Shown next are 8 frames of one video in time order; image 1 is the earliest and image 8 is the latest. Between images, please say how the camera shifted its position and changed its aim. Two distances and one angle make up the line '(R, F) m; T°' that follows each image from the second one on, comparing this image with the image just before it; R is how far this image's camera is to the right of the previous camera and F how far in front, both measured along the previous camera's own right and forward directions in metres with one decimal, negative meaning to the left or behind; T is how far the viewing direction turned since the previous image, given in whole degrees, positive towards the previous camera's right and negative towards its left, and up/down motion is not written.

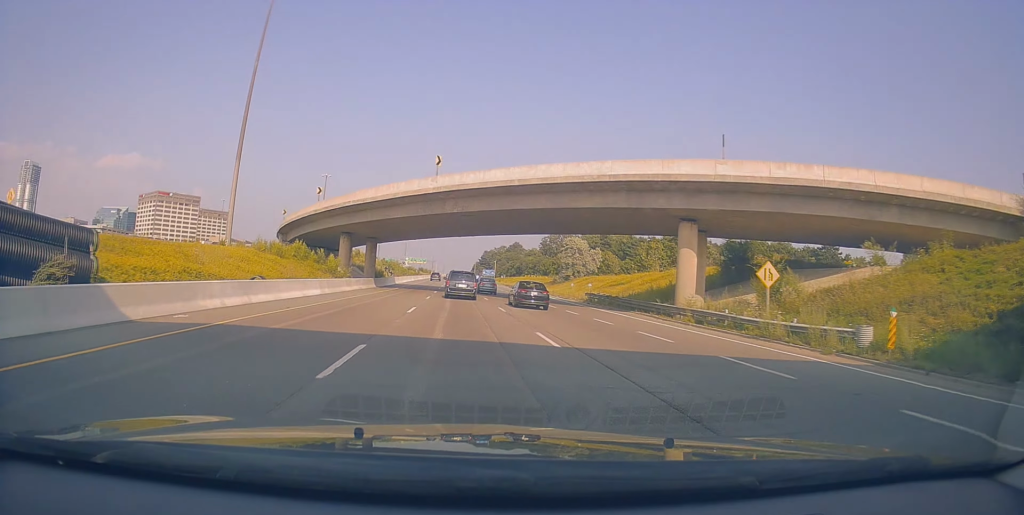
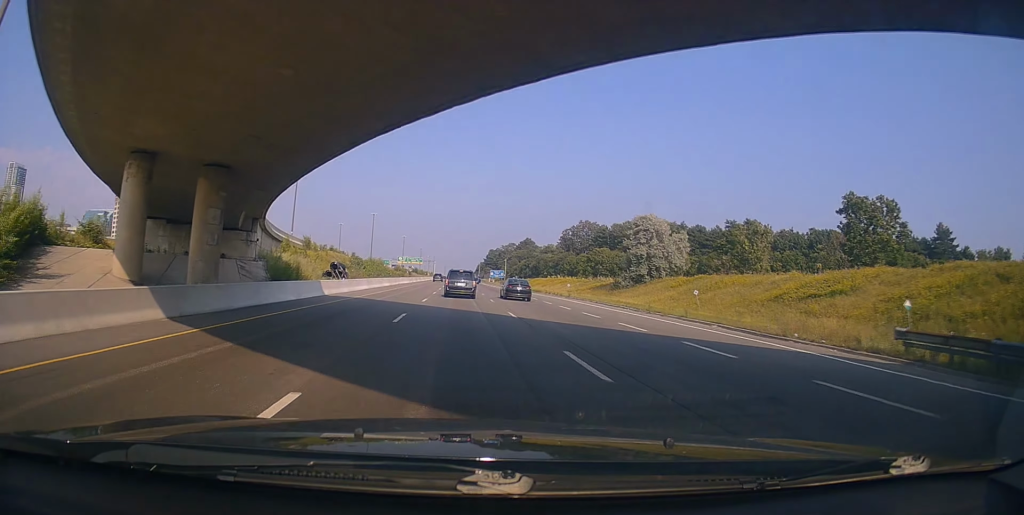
(+0.9, +40.8) m; 0°
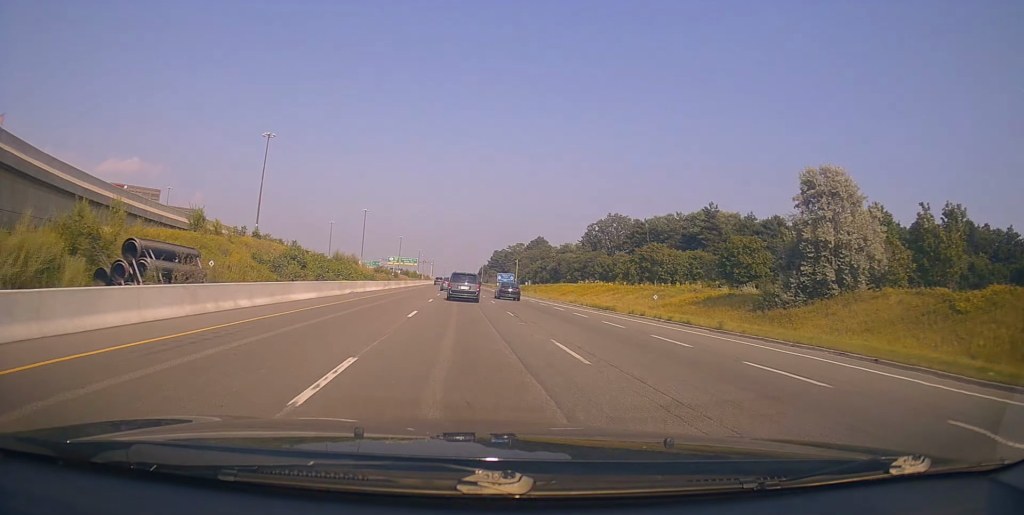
(-0.6, +34.6) m; 0°
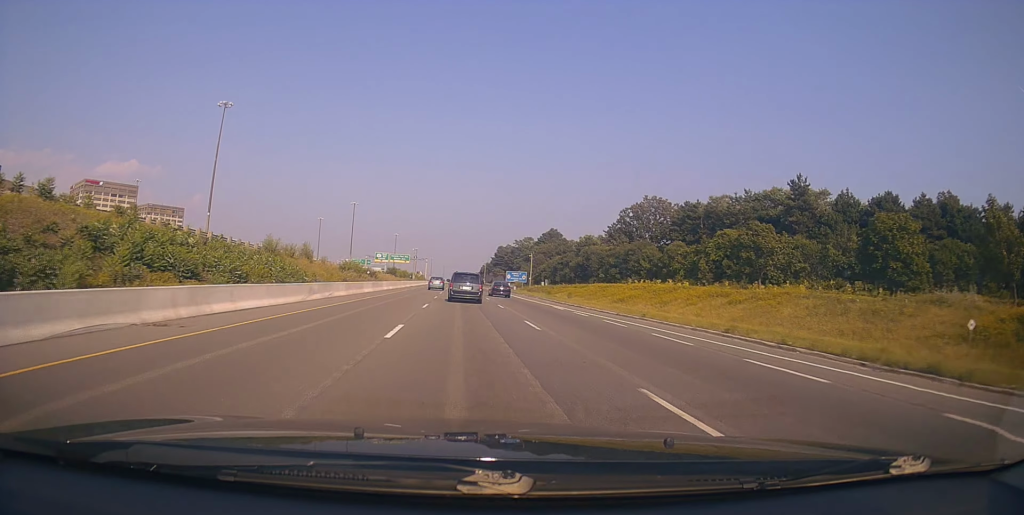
(-0.2, +31.0) m; 0°
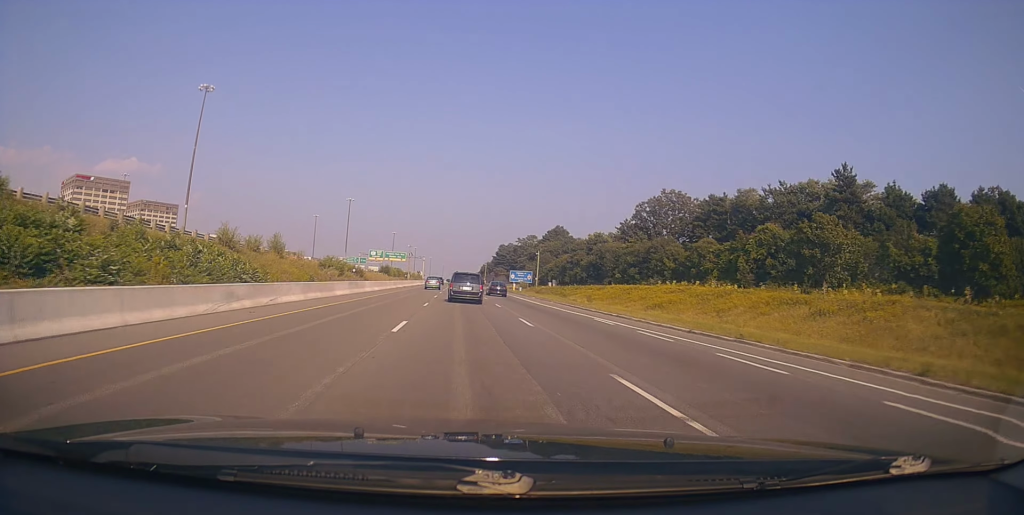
(+0.1, +11.1) m; 0°
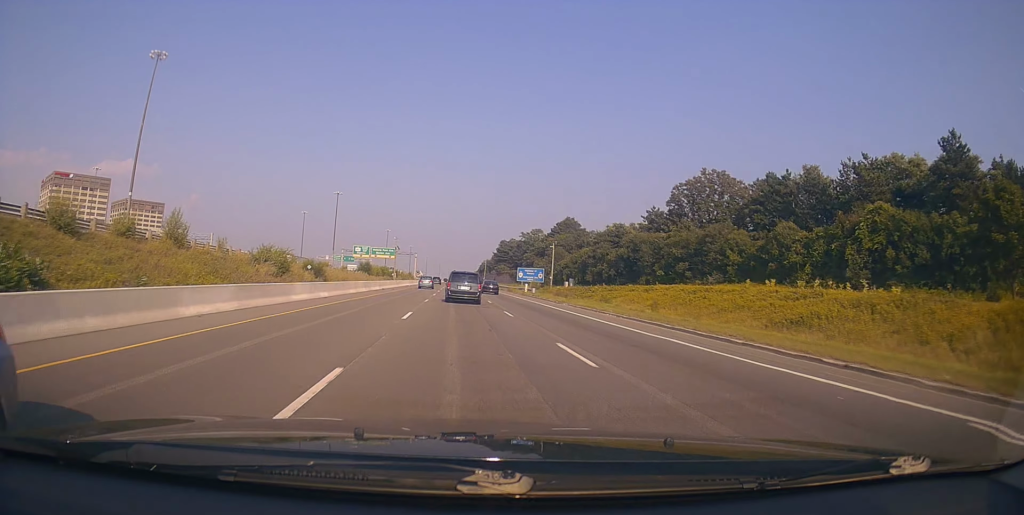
(+0.6, +20.7) m; +1°
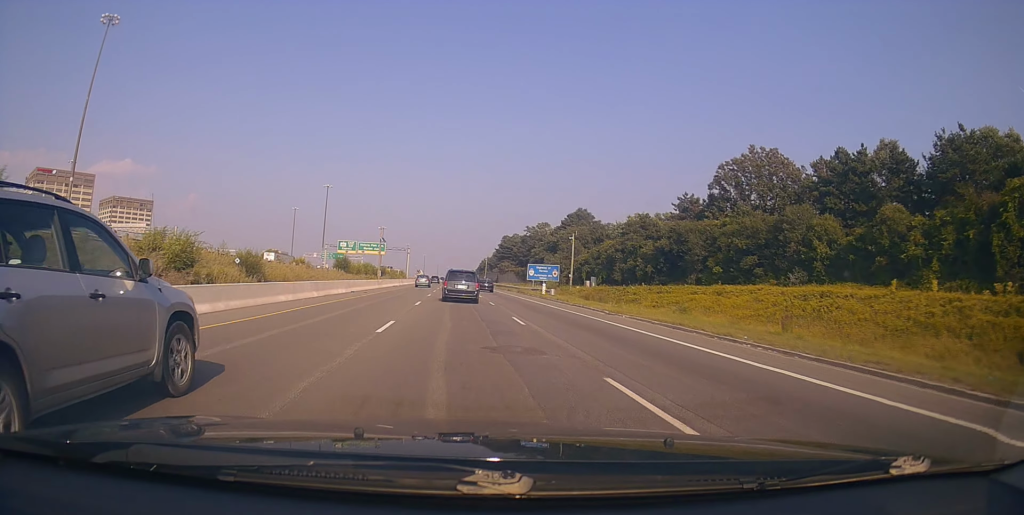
(-0.4, +17.0) m; -1°
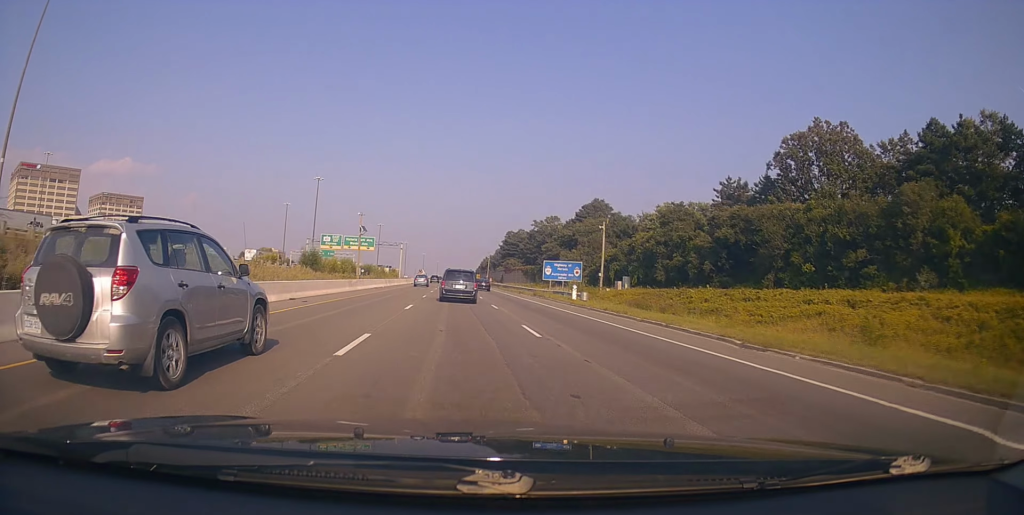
(0.0, +16.3) m; +1°
